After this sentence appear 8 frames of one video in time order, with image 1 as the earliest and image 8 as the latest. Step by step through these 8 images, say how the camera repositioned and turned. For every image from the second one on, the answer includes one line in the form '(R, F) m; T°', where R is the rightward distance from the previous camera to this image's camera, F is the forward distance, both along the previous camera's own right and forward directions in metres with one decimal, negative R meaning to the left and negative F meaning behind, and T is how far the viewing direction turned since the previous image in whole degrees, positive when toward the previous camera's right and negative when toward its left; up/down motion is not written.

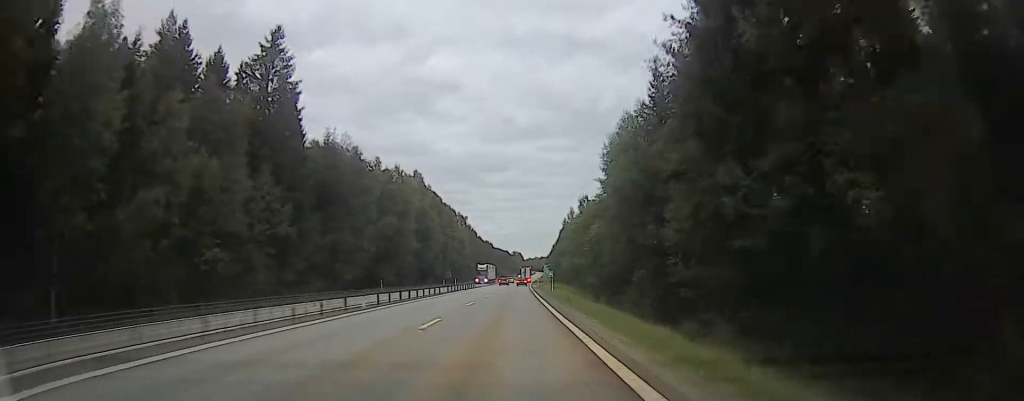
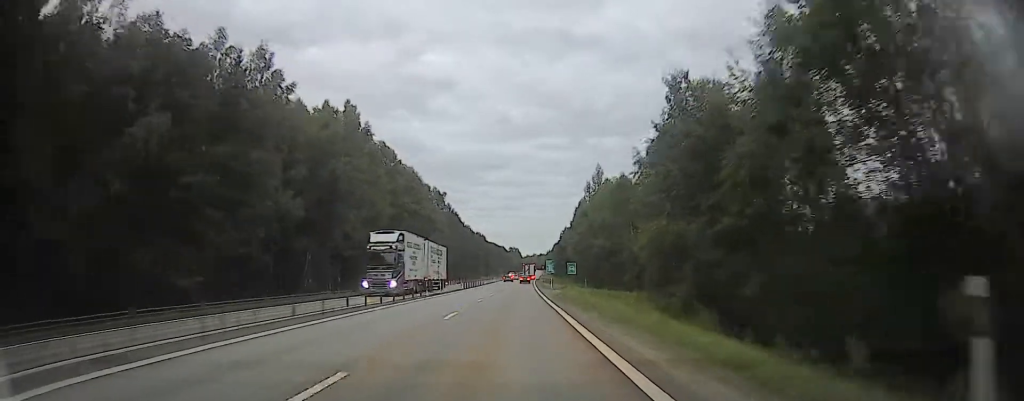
(+0.3, +45.3) m; 0°
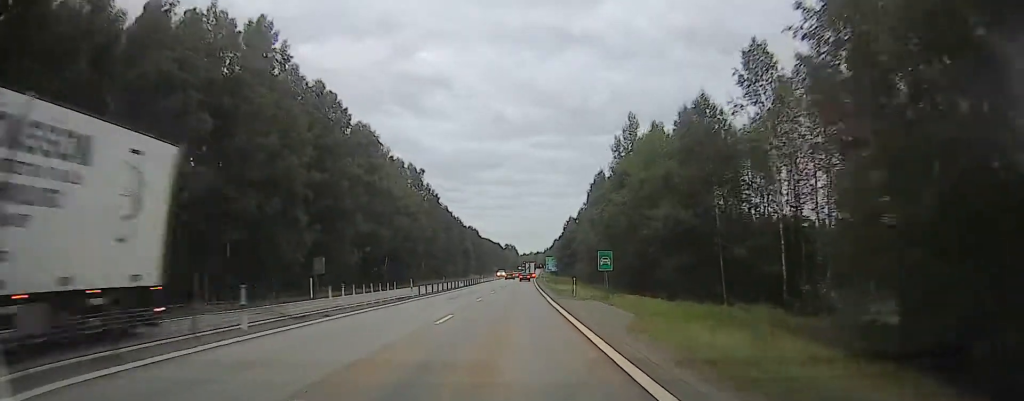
(0.0, +25.7) m; 0°
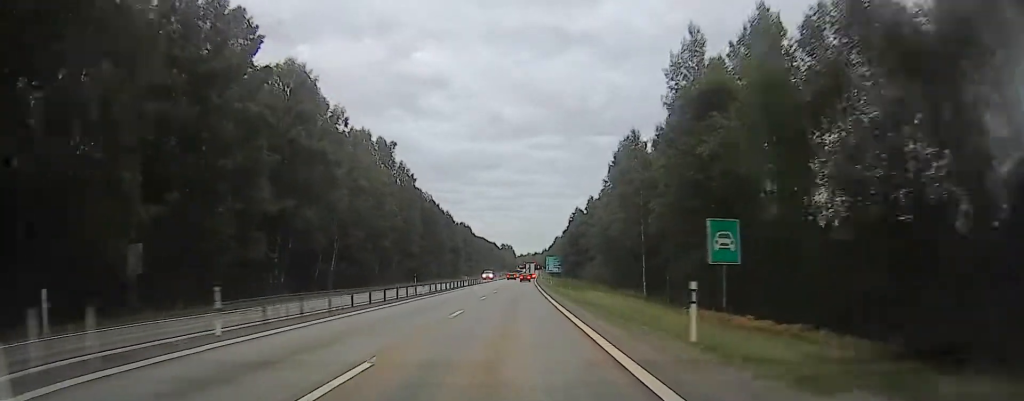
(0.0, +21.7) m; 0°
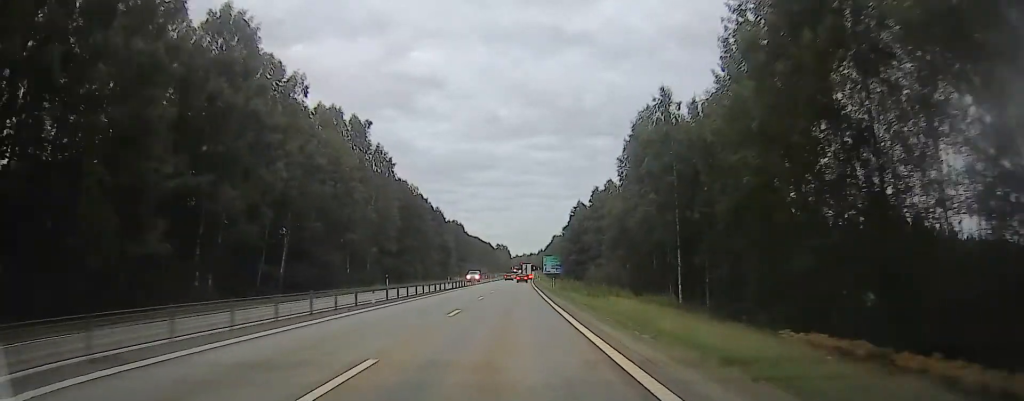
(-0.1, +11.7) m; +1°
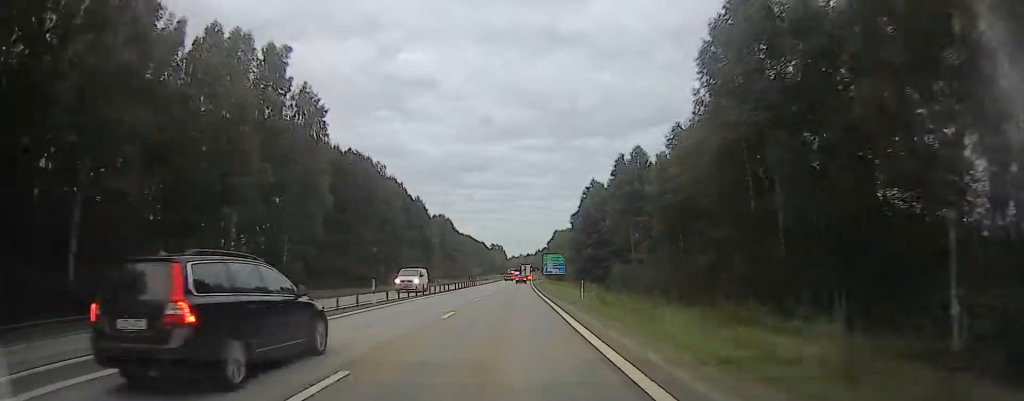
(+0.5, +25.1) m; +1°
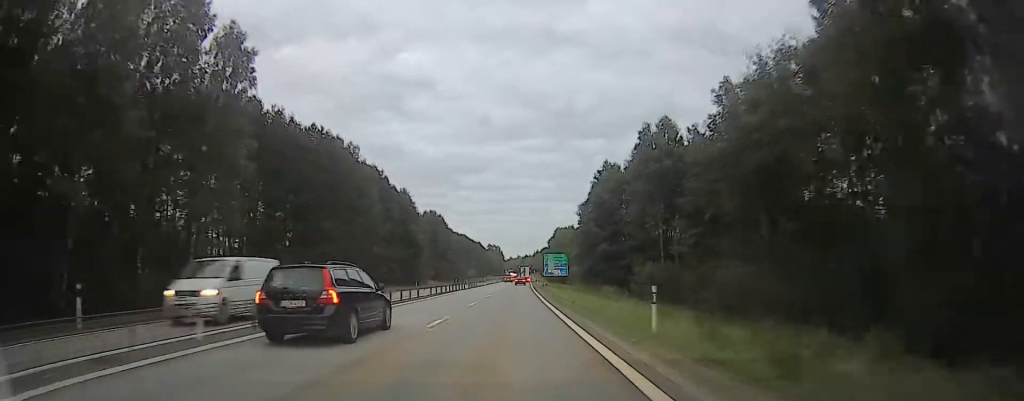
(+0.2, +14.2) m; 0°
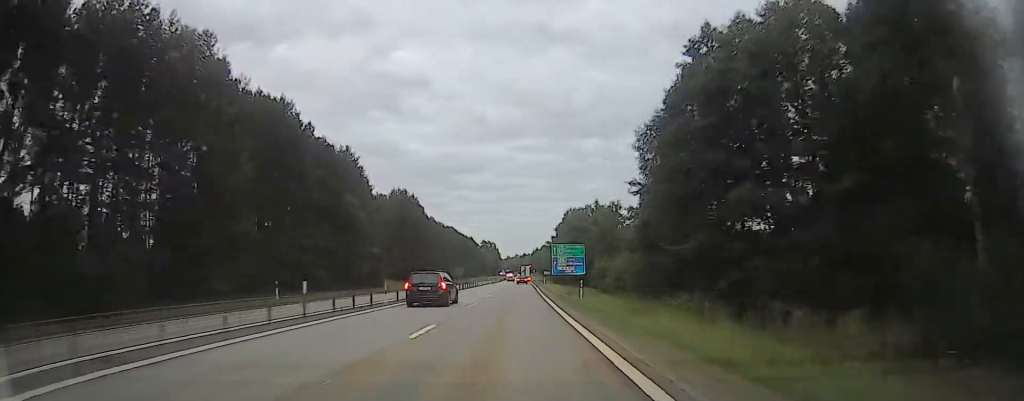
(-0.1, +39.2) m; +1°
